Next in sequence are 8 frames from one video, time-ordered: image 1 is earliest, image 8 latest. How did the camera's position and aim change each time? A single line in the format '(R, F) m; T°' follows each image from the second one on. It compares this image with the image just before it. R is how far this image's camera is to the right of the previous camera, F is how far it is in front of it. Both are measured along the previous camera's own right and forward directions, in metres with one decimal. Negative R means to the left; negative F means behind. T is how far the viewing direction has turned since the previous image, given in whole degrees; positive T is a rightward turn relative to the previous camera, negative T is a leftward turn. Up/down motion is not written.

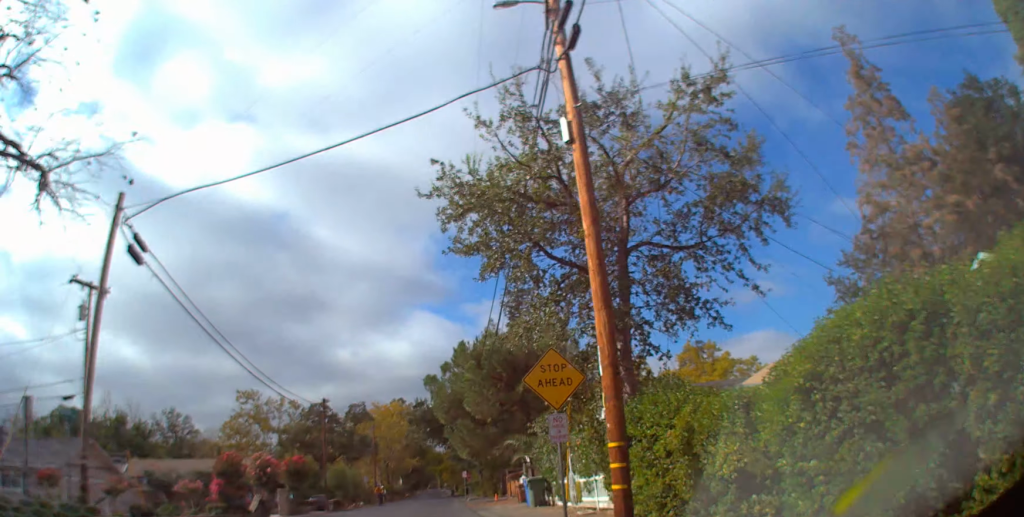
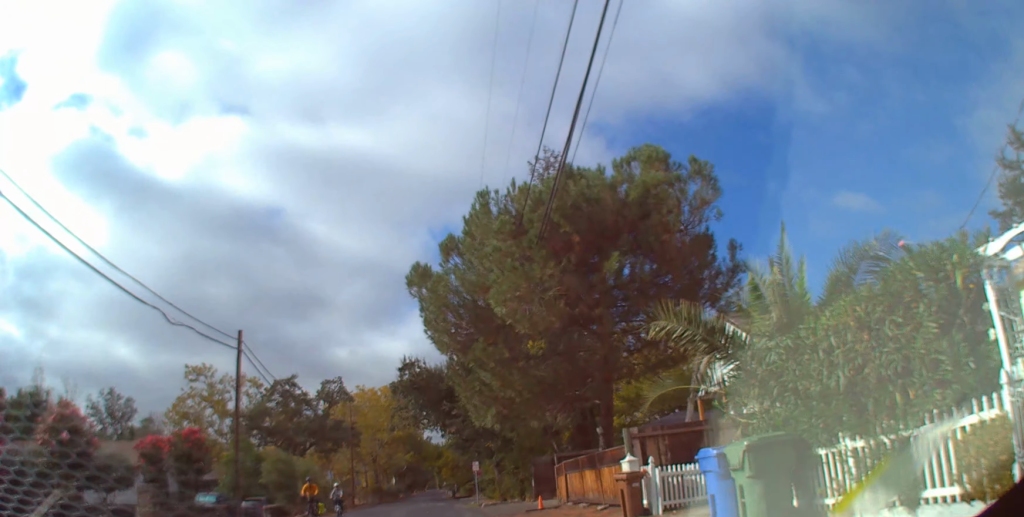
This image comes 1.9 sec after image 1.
(-2.6, +17.7) m; -5°
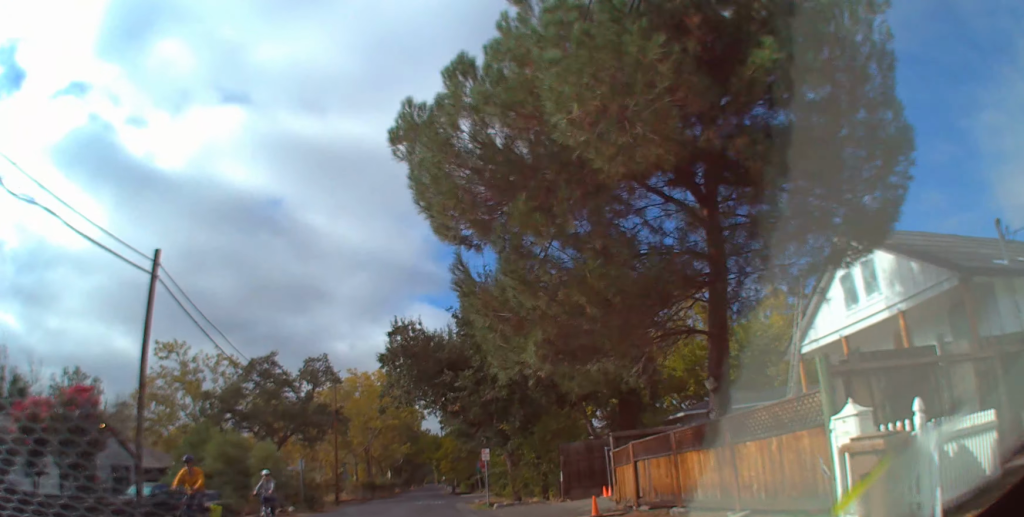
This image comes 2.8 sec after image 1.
(+0.7, +8.0) m; +10°
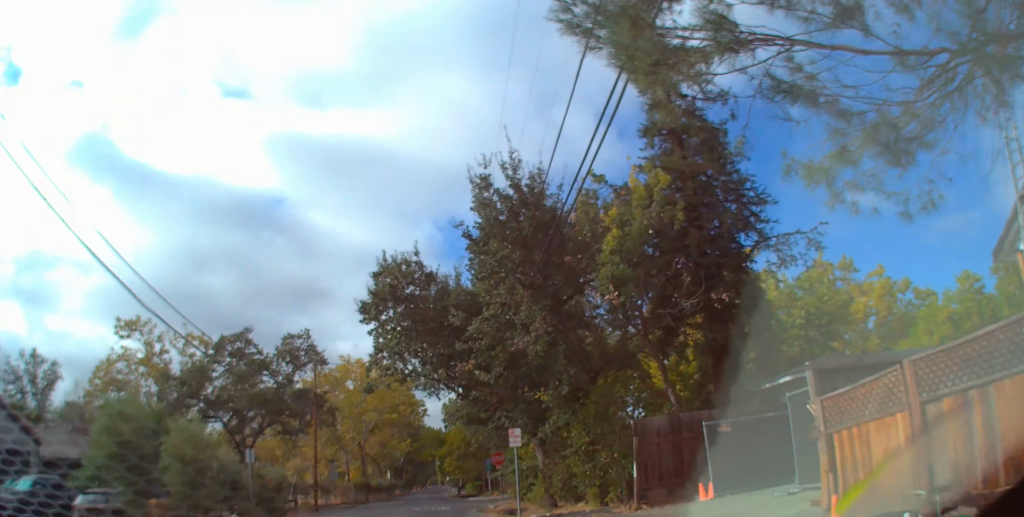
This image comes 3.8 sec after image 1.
(+0.9, +9.4) m; +12°
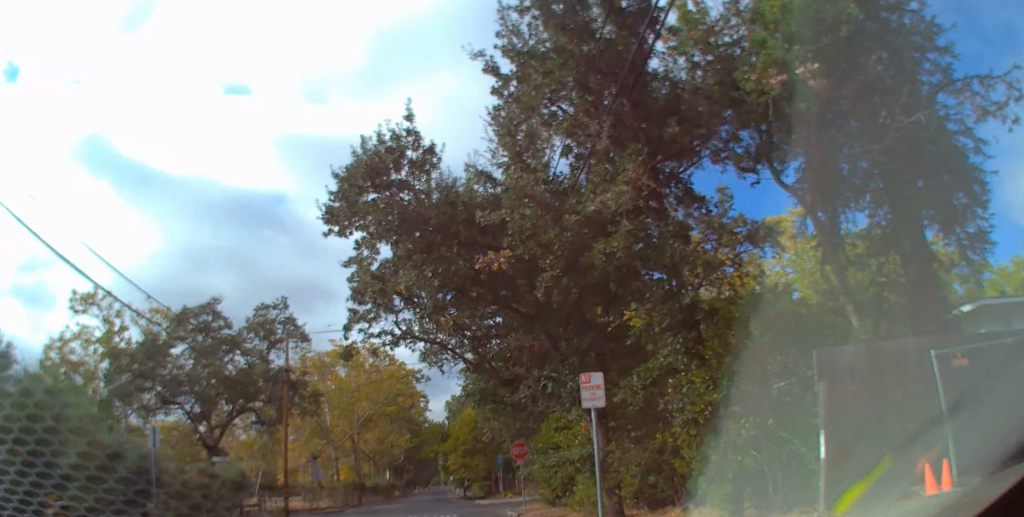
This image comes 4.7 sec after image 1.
(+0.9, +8.7) m; +12°
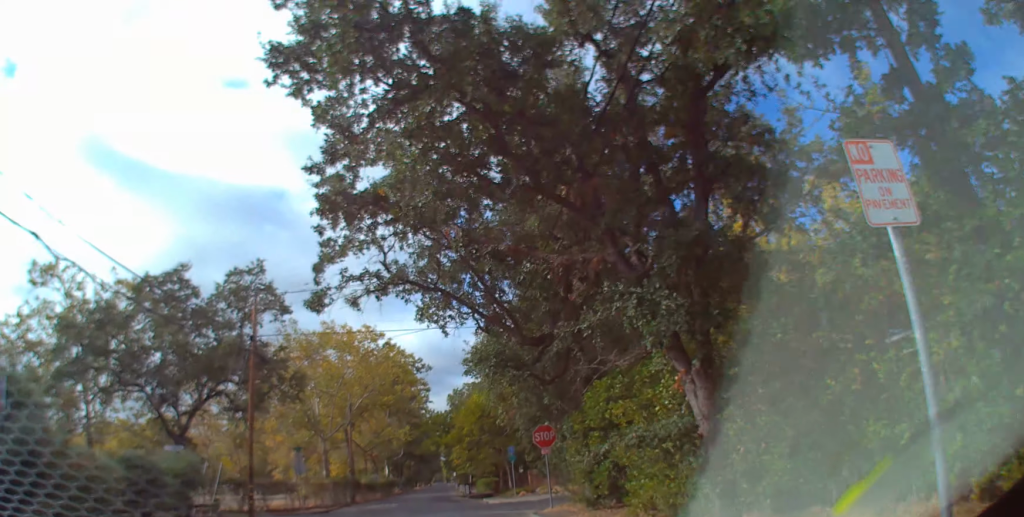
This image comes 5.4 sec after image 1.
(+0.6, +6.5) m; +7°
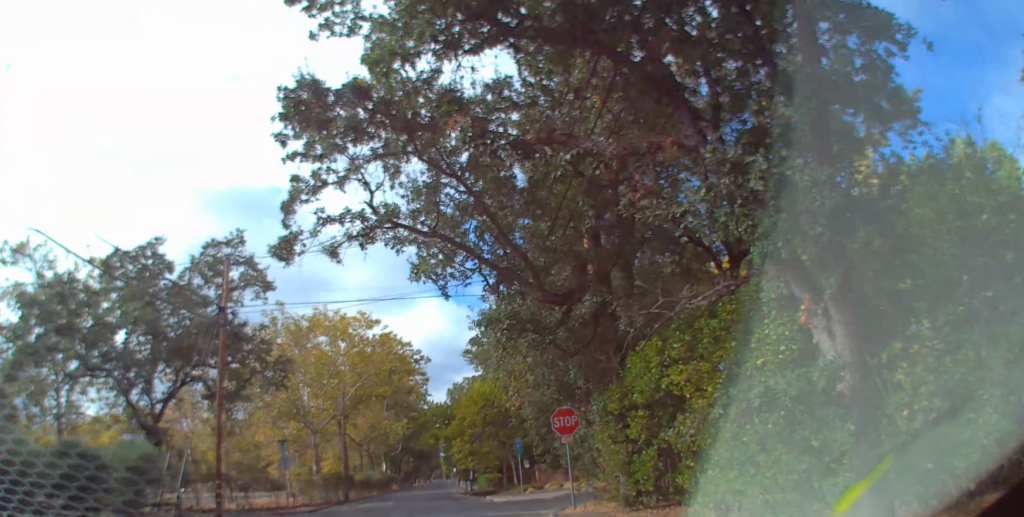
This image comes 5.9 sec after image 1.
(+0.2, +3.8) m; +2°
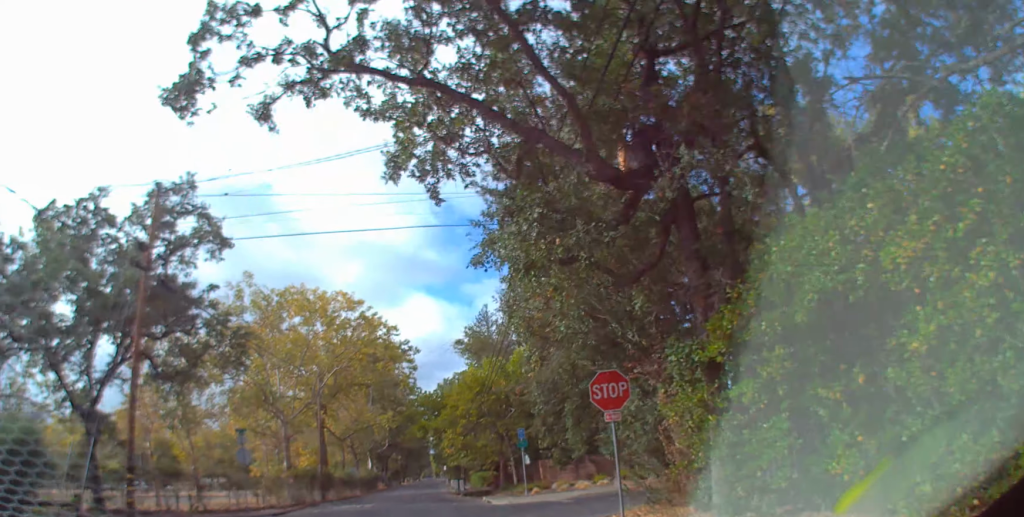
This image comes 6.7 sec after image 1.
(+0.2, +6.1) m; +2°
